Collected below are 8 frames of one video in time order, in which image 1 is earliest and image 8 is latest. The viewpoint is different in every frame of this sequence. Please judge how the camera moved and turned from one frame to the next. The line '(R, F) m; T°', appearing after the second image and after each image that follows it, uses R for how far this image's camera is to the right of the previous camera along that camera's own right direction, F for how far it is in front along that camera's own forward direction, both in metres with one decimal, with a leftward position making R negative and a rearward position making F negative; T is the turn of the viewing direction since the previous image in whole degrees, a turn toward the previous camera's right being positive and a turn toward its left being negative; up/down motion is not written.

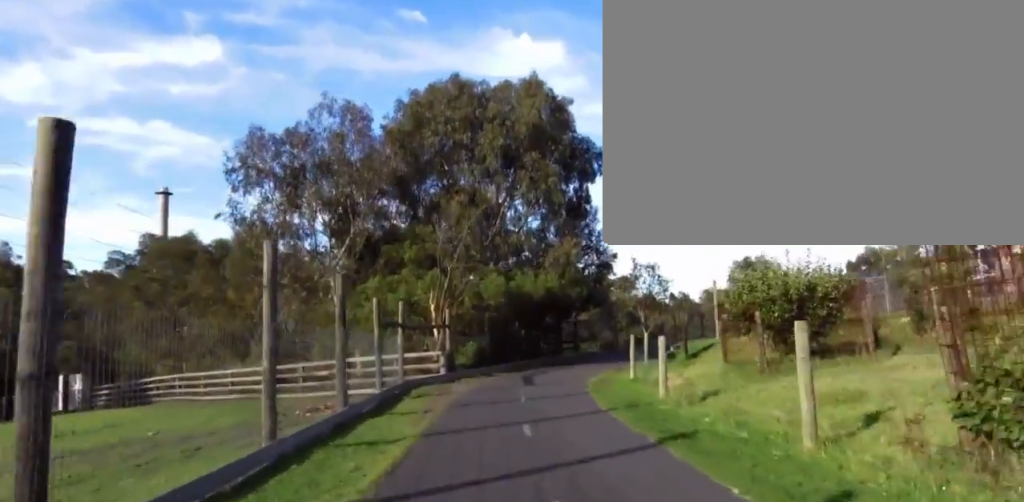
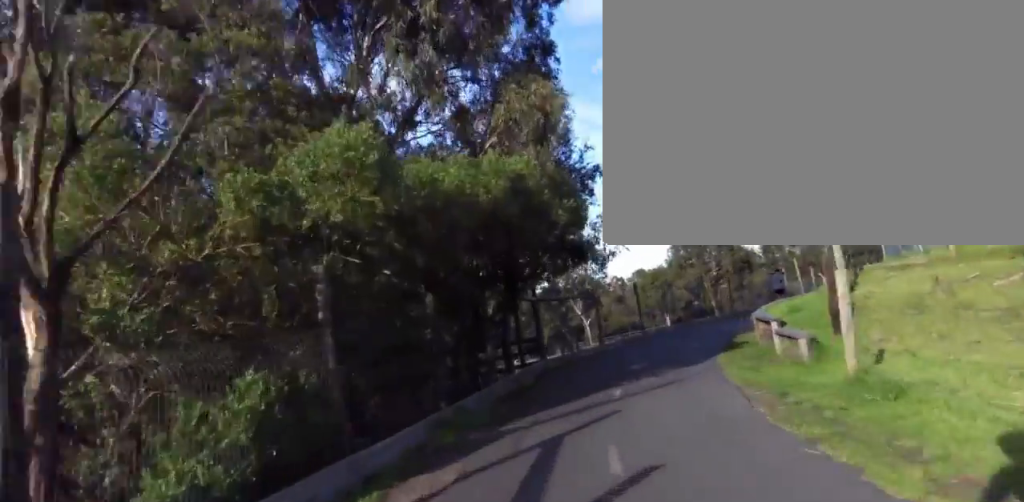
(+0.2, +14.3) m; +10°
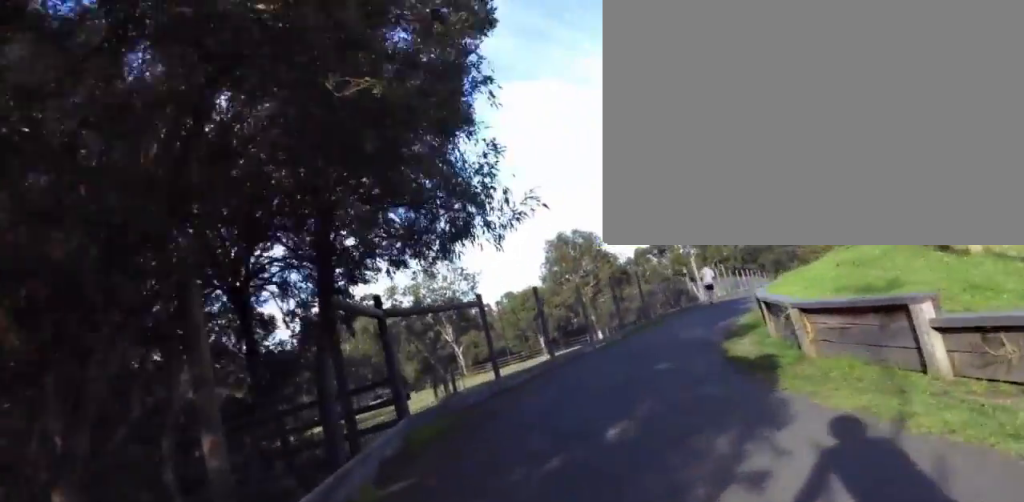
(+1.2, +6.1) m; +18°
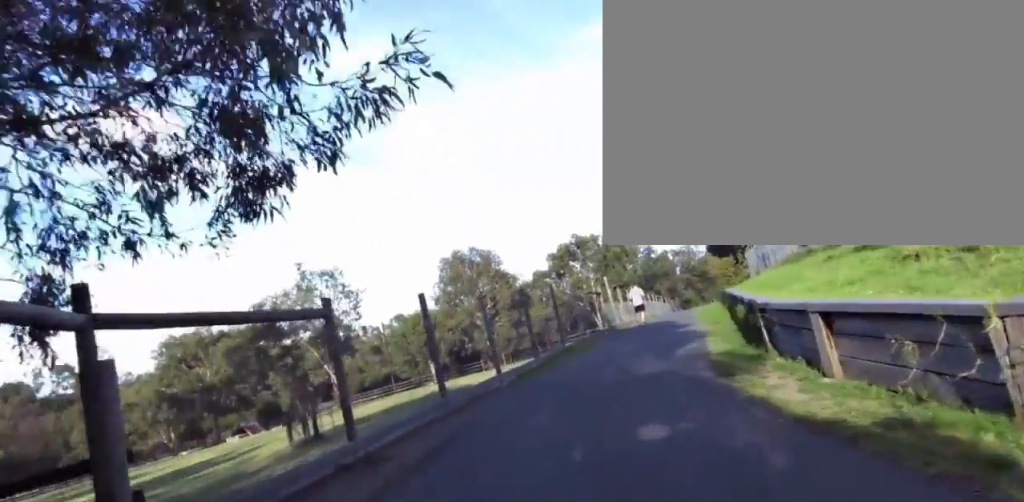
(+0.5, +4.0) m; +8°
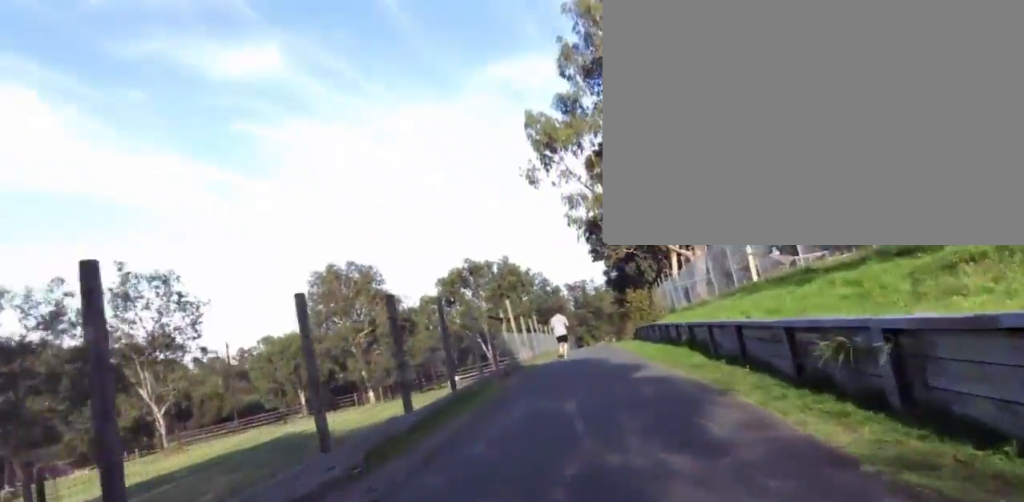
(+0.2, +5.6) m; +4°
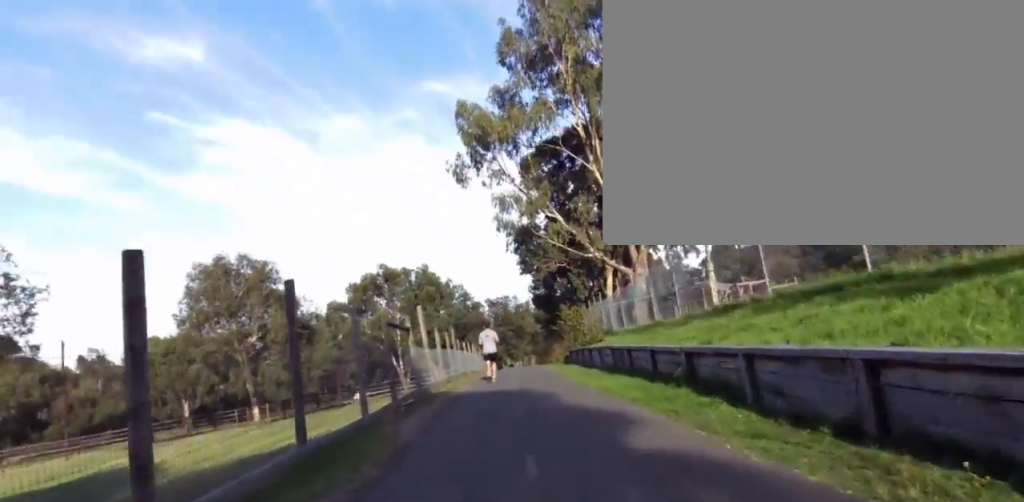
(-0.1, +4.7) m; +8°
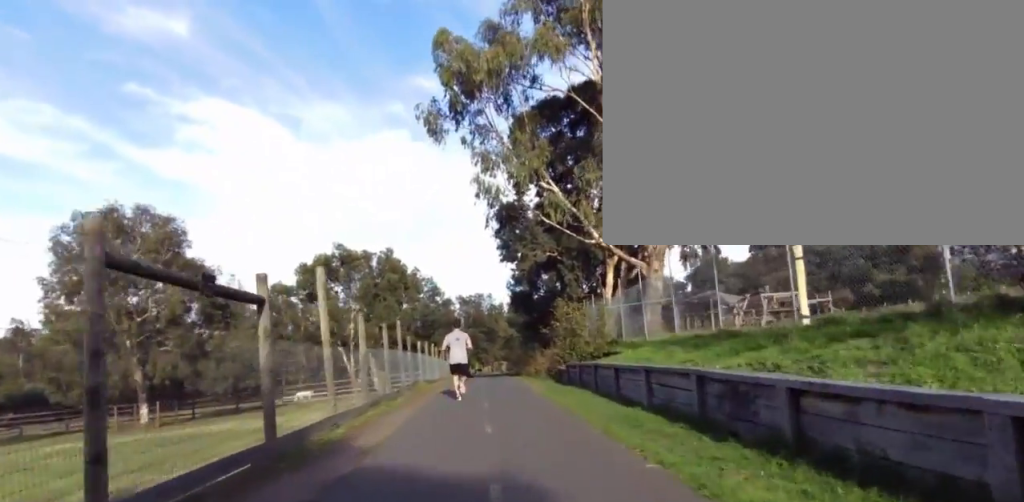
(+1.3, +7.9) m; +16°
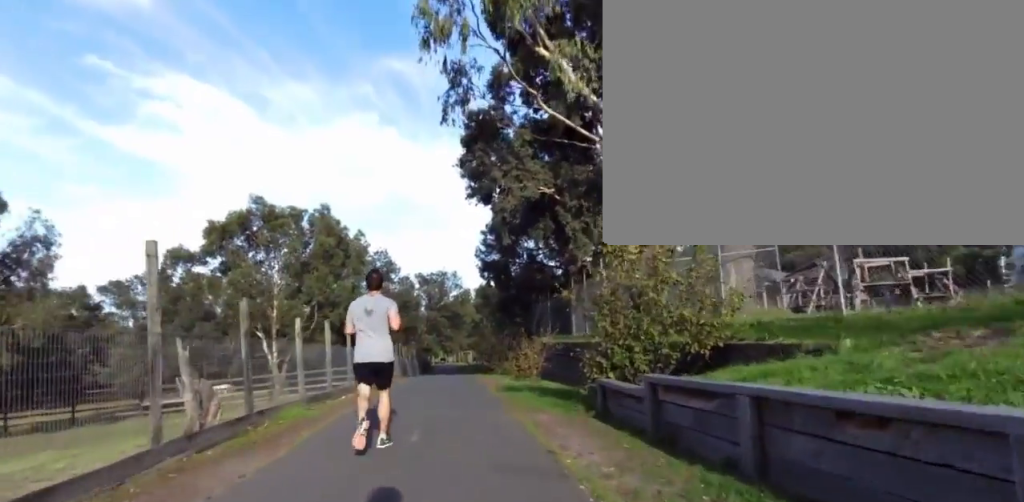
(-1.4, +12.2) m; -12°
